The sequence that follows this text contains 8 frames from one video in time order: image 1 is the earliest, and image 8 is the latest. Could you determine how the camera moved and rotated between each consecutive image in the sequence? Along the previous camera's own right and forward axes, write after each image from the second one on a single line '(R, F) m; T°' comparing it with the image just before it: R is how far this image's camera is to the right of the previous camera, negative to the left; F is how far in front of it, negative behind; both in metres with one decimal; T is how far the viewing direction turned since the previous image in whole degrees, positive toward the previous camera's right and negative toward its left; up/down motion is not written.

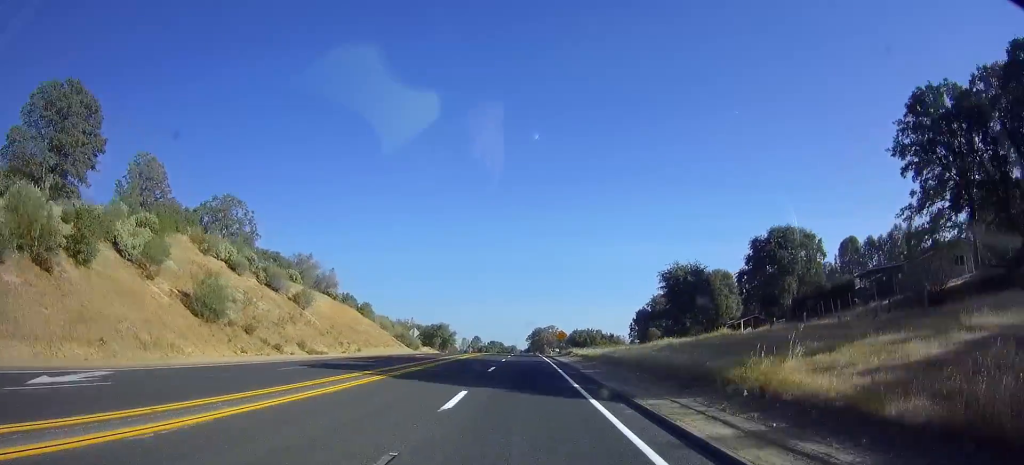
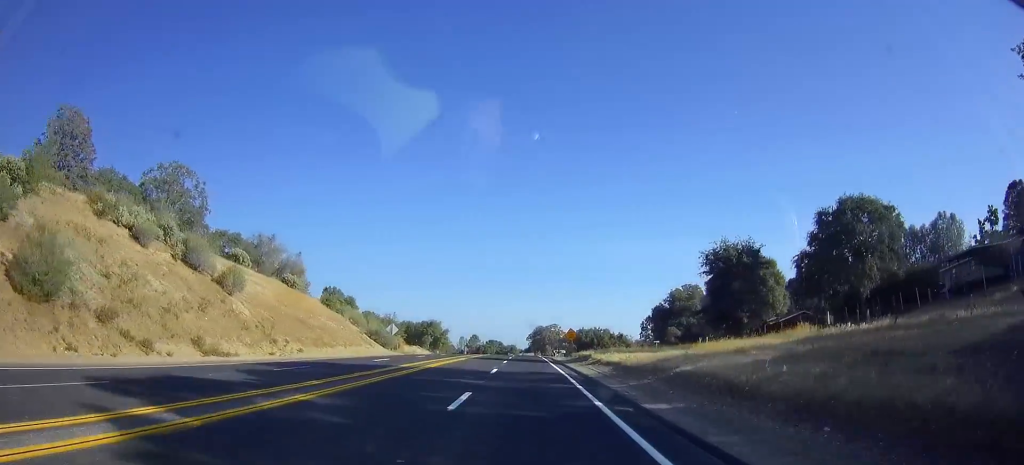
(0.0, +14.5) m; 0°
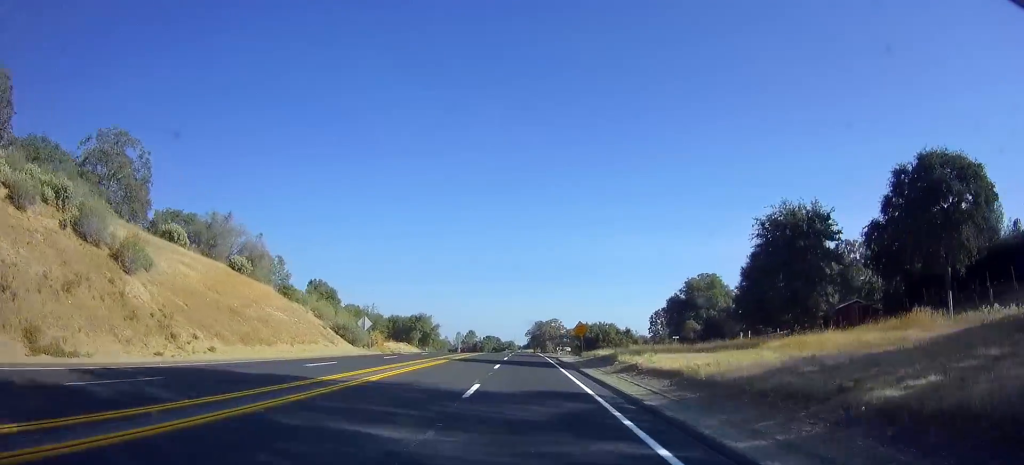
(0.0, +11.8) m; 0°
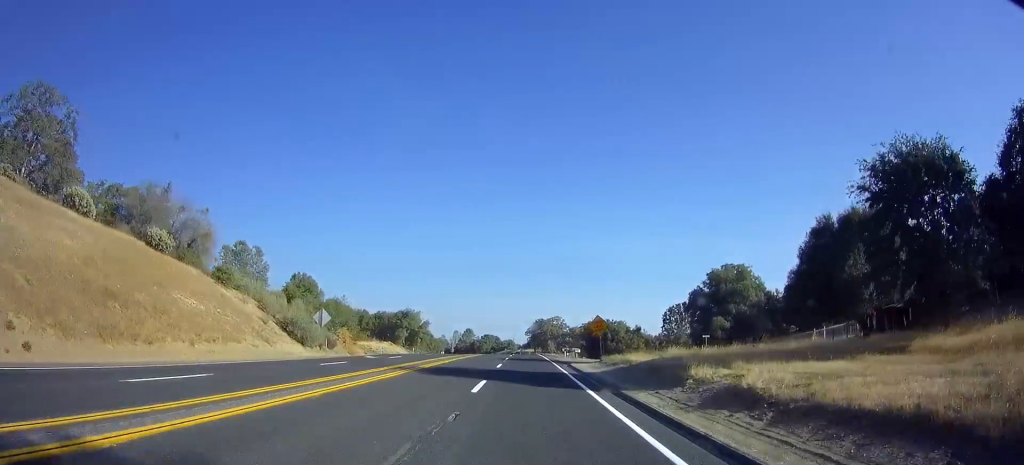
(0.0, +12.7) m; 0°
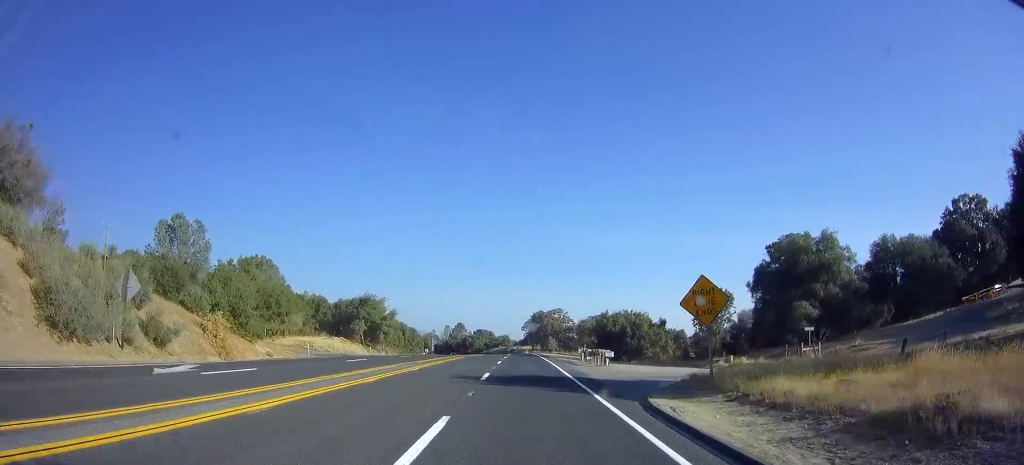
(+0.1, +24.5) m; 0°
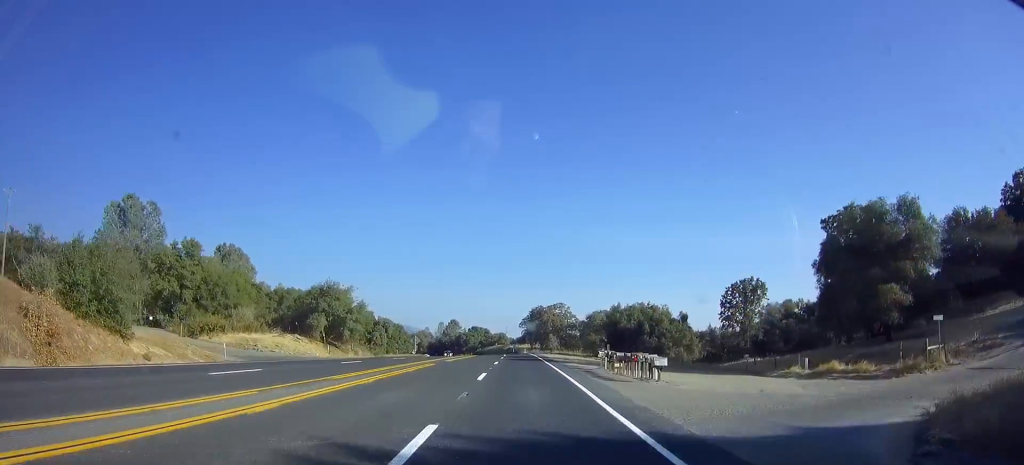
(0.0, +14.5) m; 0°
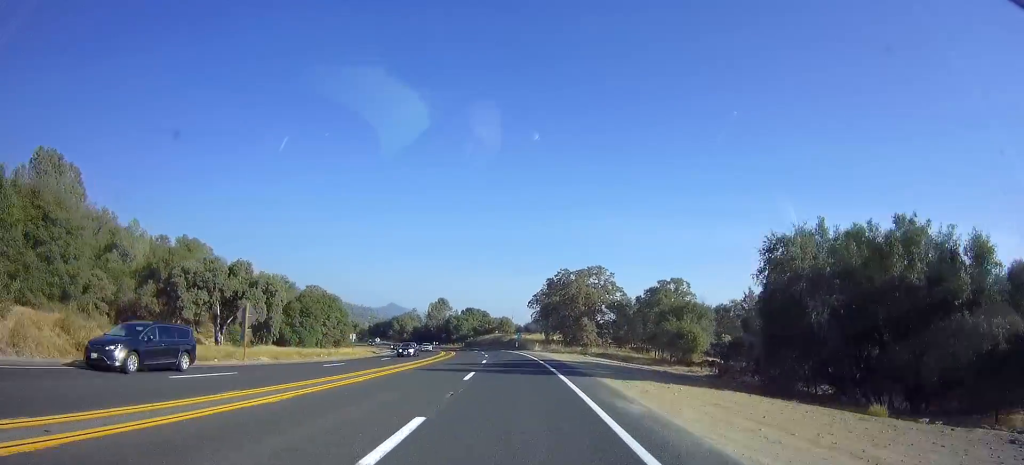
(+0.8, +58.1) m; -1°
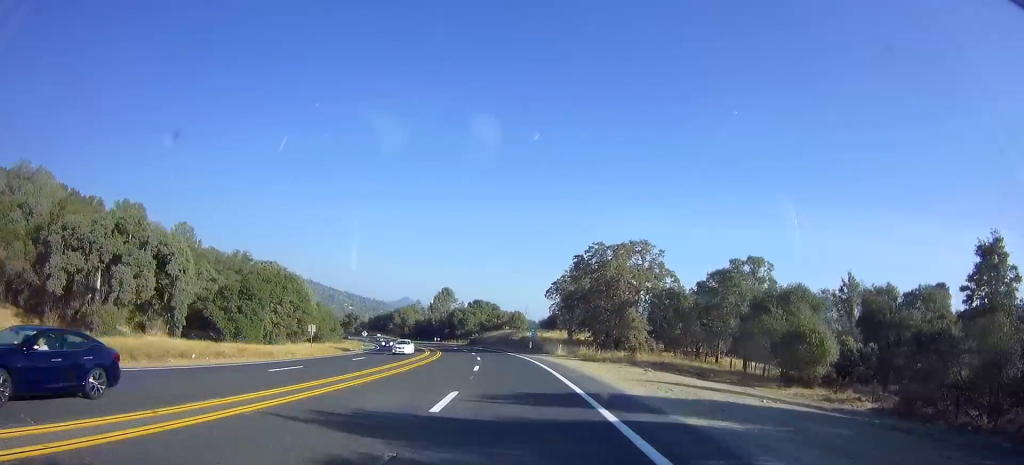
(-0.5, +22.5) m; -3°
